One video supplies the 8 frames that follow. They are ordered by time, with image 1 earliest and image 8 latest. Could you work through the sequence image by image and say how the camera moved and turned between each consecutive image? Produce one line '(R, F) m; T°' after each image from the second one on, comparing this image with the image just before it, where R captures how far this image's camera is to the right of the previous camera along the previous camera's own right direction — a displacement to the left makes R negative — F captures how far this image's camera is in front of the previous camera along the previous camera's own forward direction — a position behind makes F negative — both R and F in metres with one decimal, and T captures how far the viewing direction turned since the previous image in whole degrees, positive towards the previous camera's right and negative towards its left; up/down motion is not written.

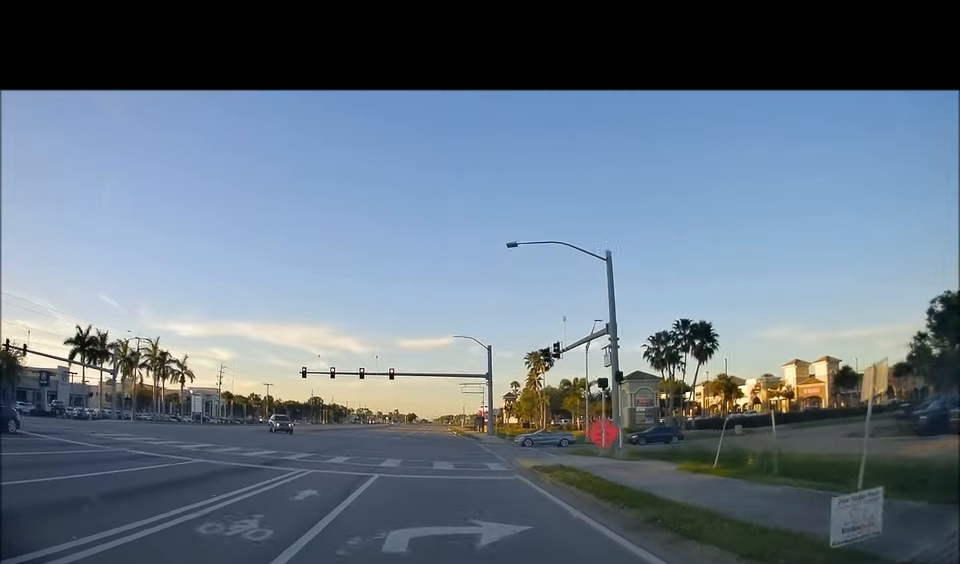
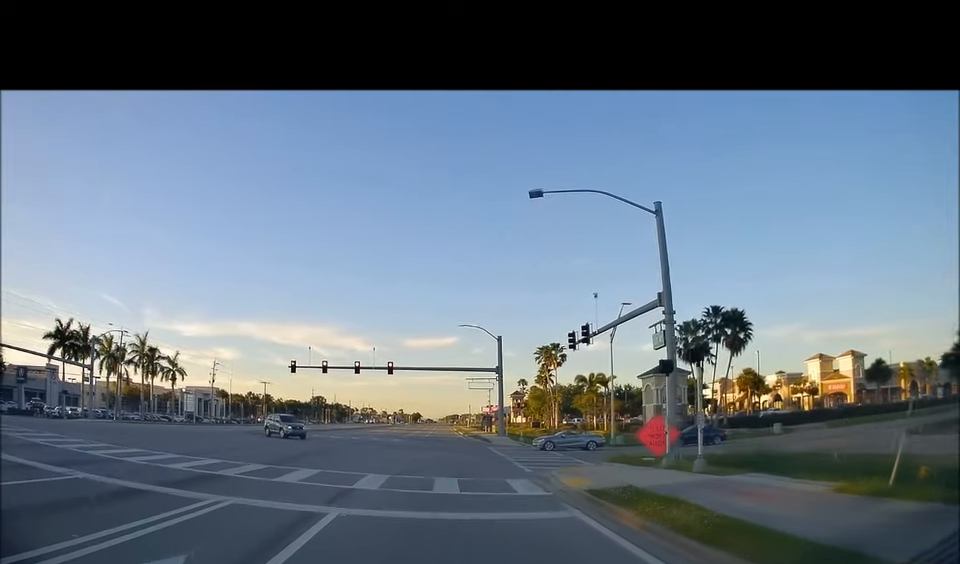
(0.0, +6.9) m; 0°
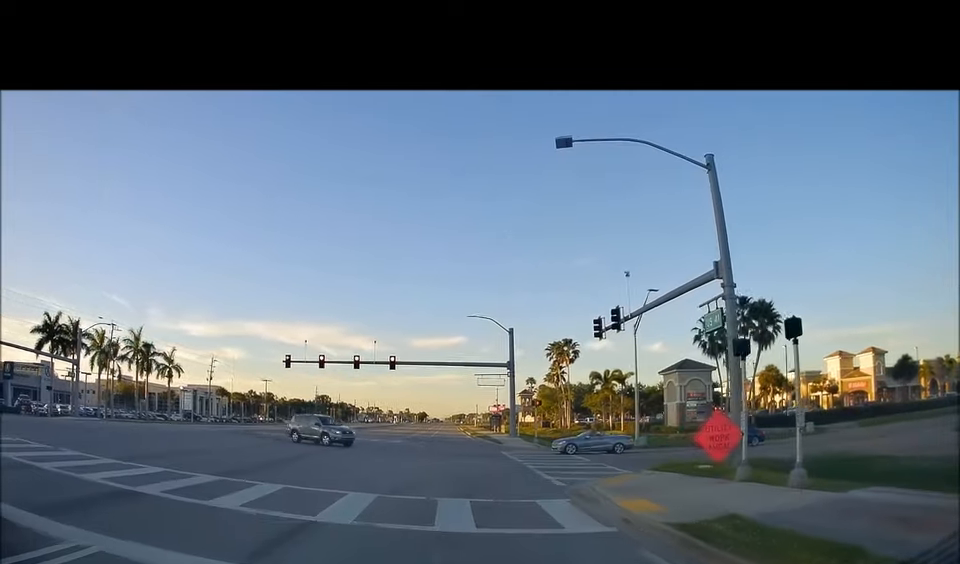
(0.0, +4.7) m; 0°
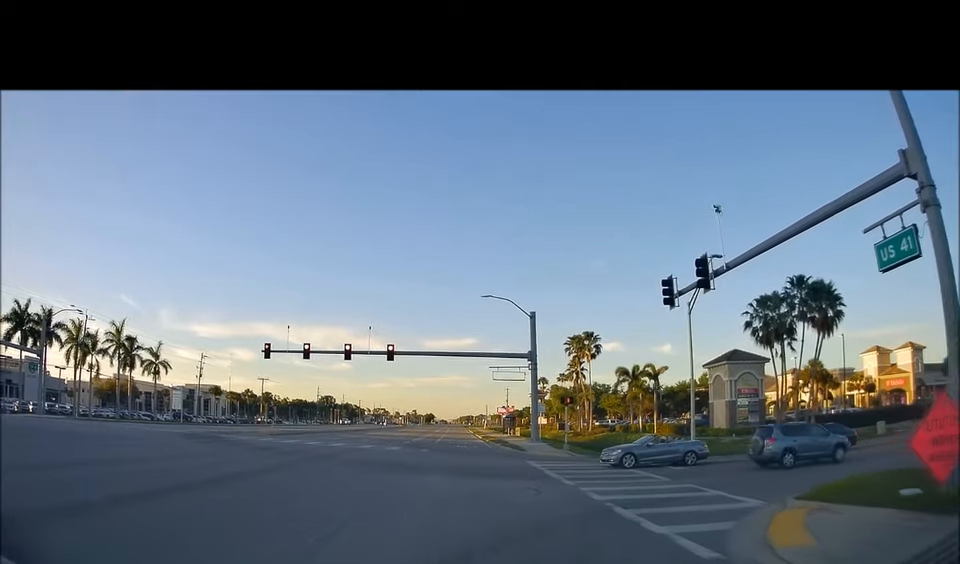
(0.0, +9.6) m; +3°
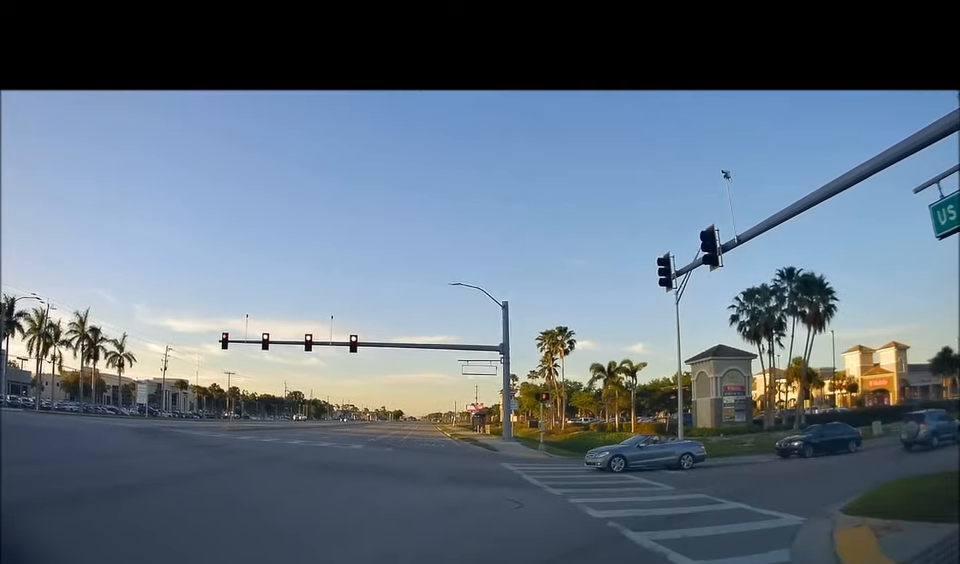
(+0.1, +2.8) m; +11°
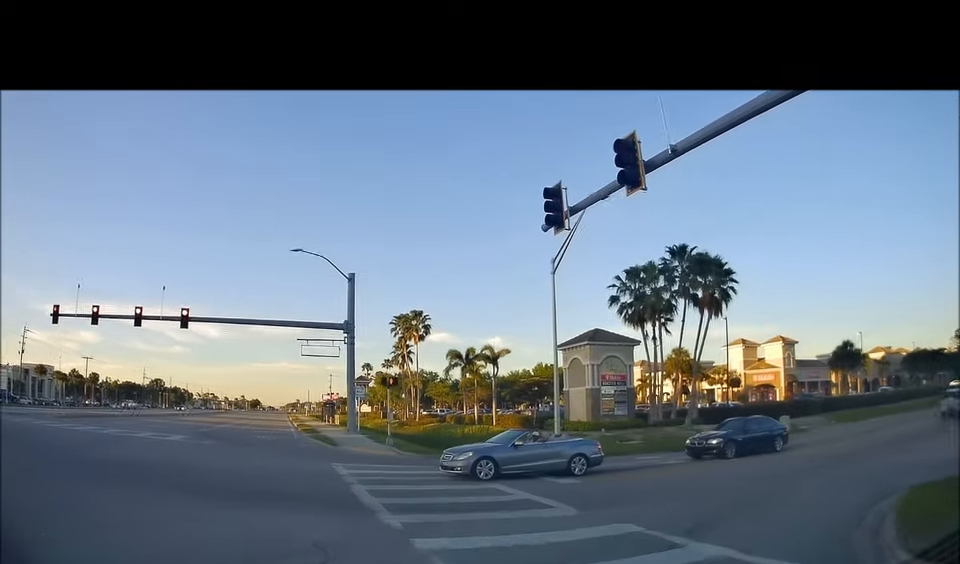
(+0.9, +4.5) m; +18°
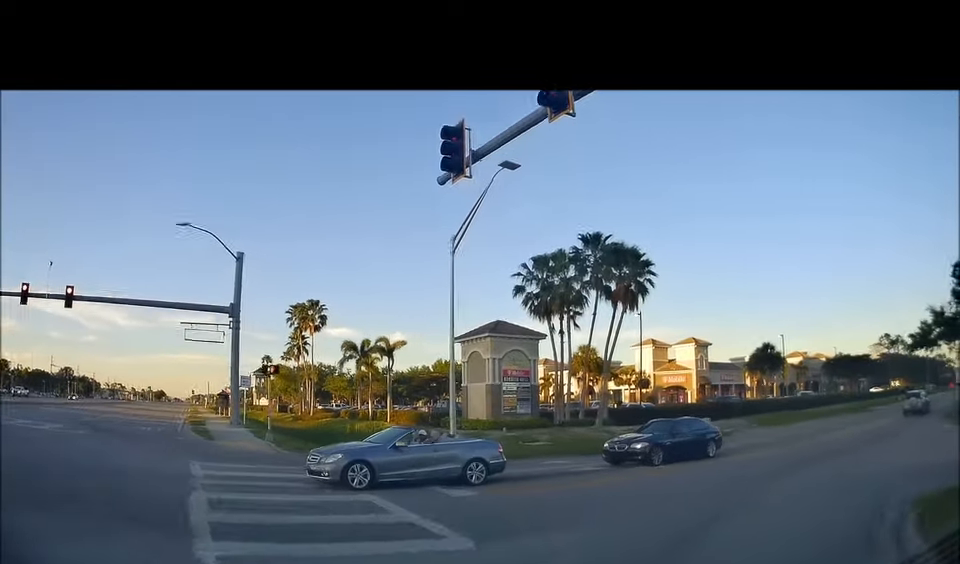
(+0.1, +2.8) m; +6°
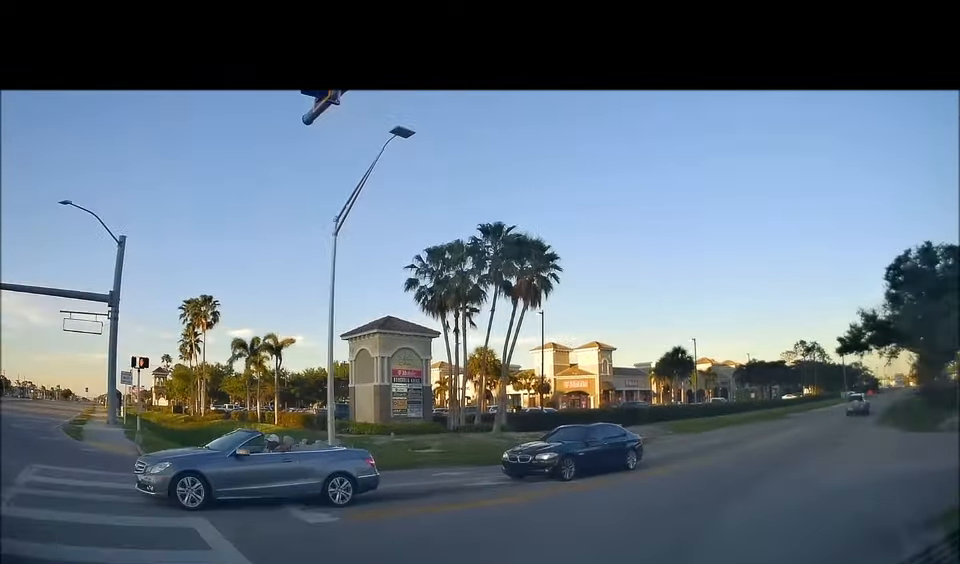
(-0.1, +2.6) m; +6°
